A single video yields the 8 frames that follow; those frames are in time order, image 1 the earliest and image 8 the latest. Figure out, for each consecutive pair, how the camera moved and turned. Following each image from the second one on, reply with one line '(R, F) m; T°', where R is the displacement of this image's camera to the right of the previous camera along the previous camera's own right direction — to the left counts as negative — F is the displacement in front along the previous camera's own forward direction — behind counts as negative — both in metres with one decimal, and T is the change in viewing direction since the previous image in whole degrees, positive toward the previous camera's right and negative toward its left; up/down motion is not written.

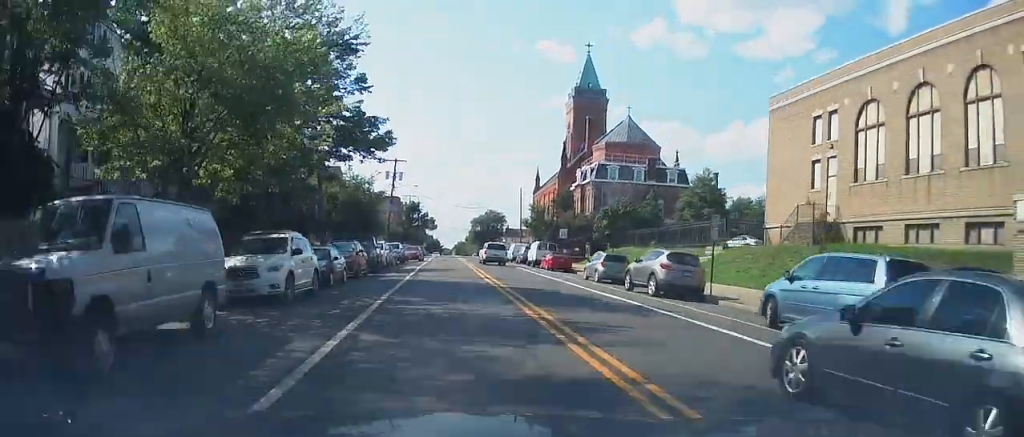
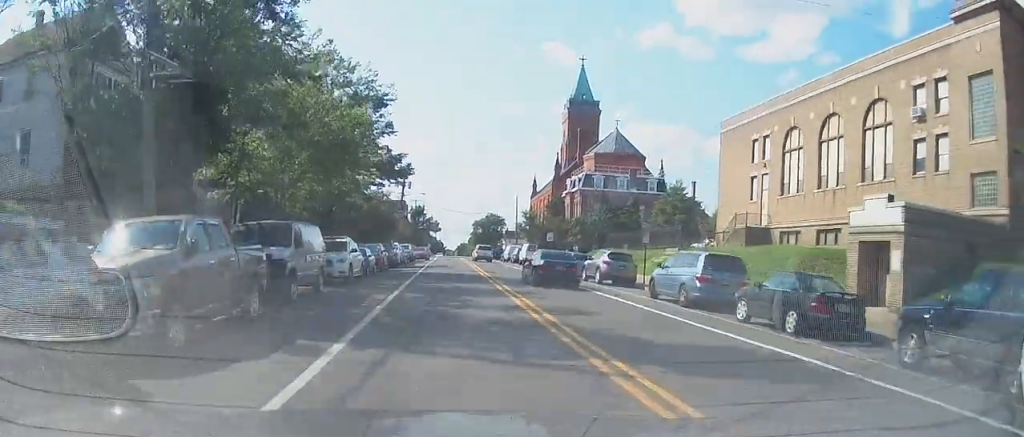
(0.0, +8.5) m; -2°
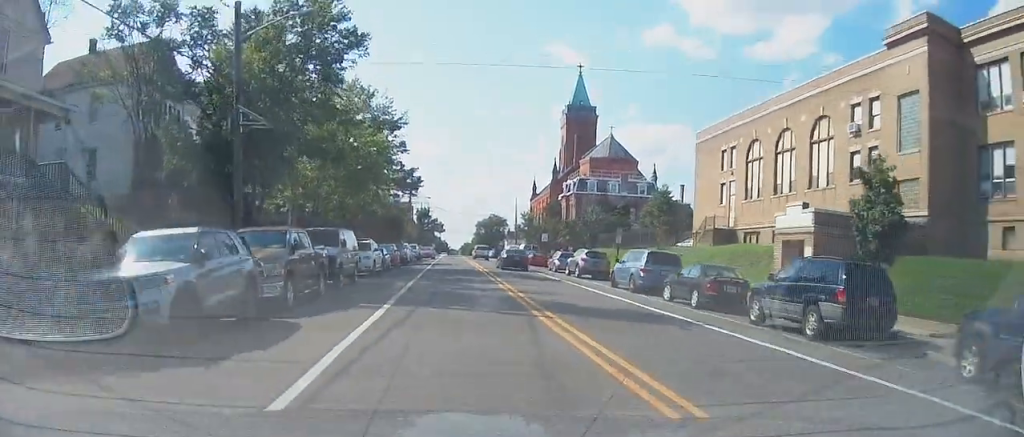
(+0.2, +6.2) m; -2°
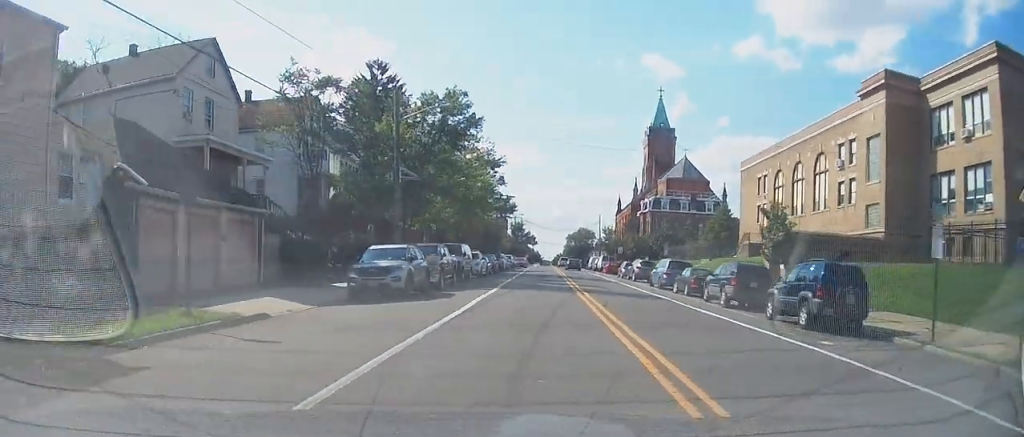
(-1.1, +11.2) m; -11°
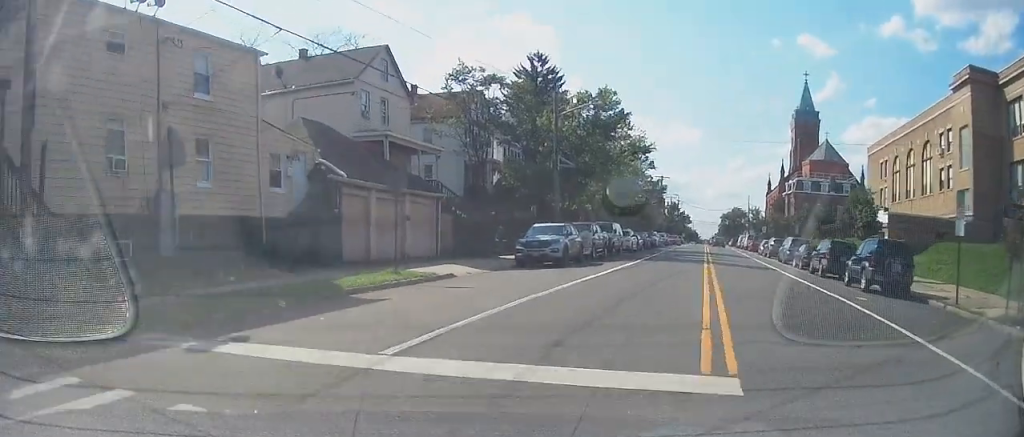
(+0.1, +5.0) m; -13°
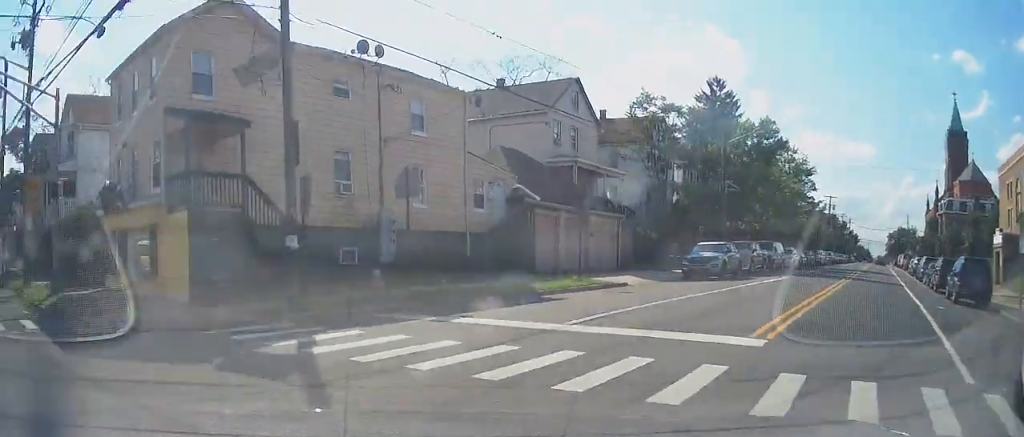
(-0.8, +4.1) m; -19°
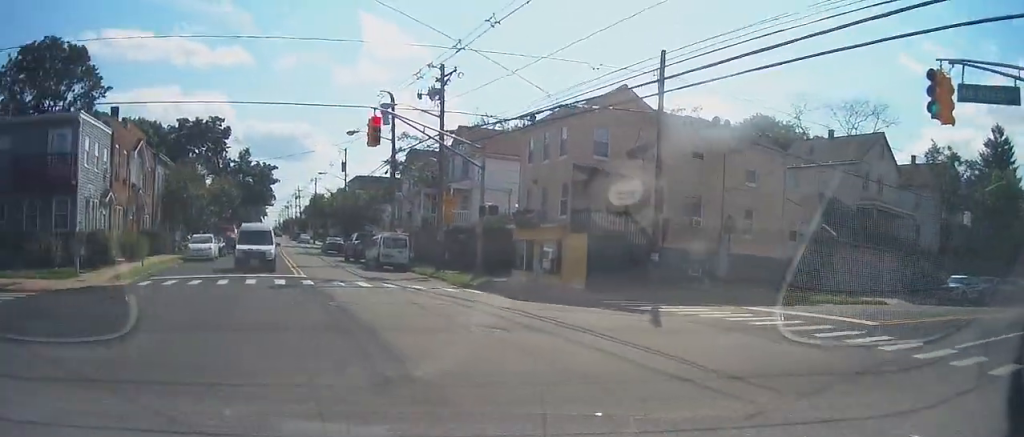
(-2.6, +8.4) m; -27°
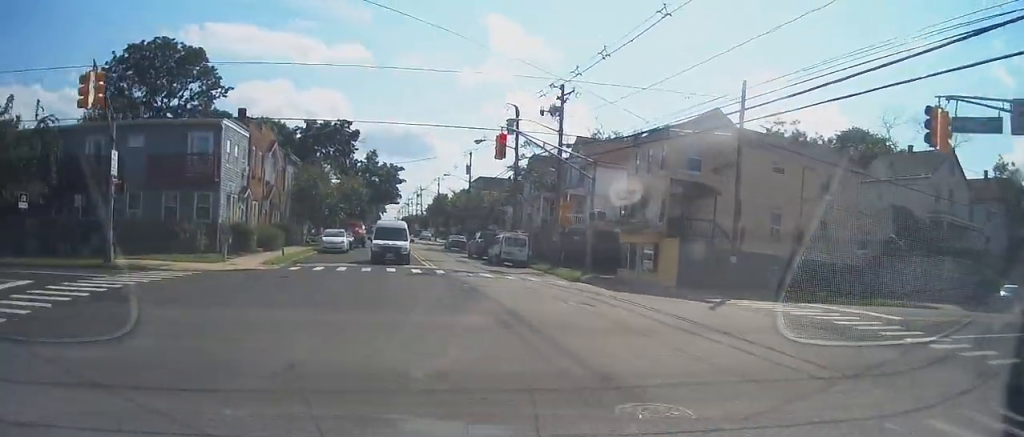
(-0.2, +4.1) m; -7°
